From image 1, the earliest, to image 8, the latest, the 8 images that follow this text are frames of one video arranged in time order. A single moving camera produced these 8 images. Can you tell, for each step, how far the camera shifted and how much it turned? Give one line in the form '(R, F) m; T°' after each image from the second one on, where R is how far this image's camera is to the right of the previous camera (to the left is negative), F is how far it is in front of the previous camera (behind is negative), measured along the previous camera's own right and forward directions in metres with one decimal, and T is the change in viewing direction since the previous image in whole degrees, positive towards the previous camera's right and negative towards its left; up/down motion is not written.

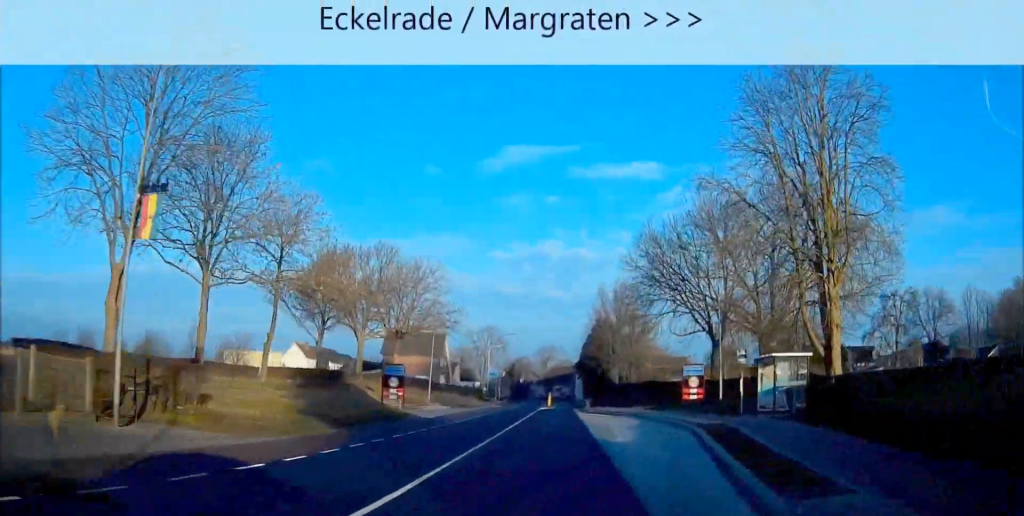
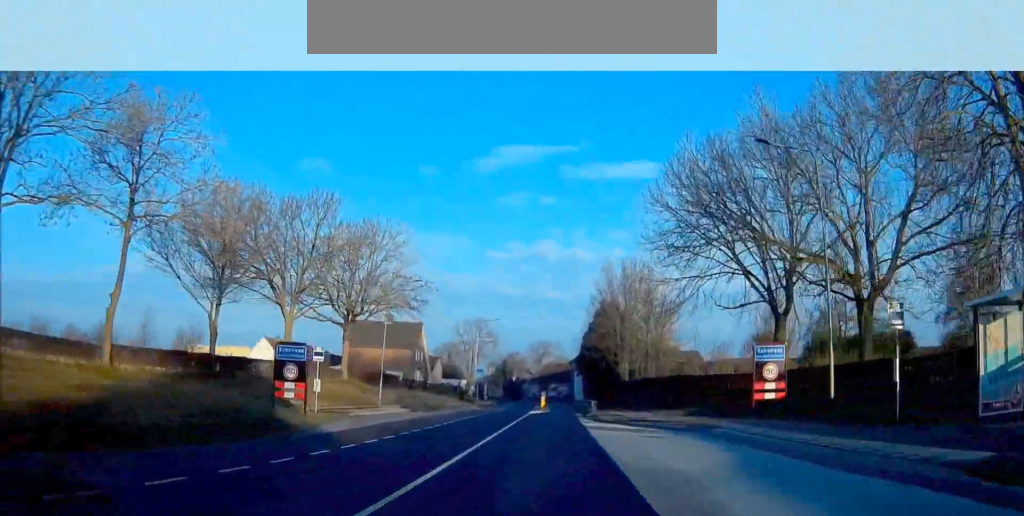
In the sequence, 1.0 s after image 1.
(+0.1, +16.1) m; +1°
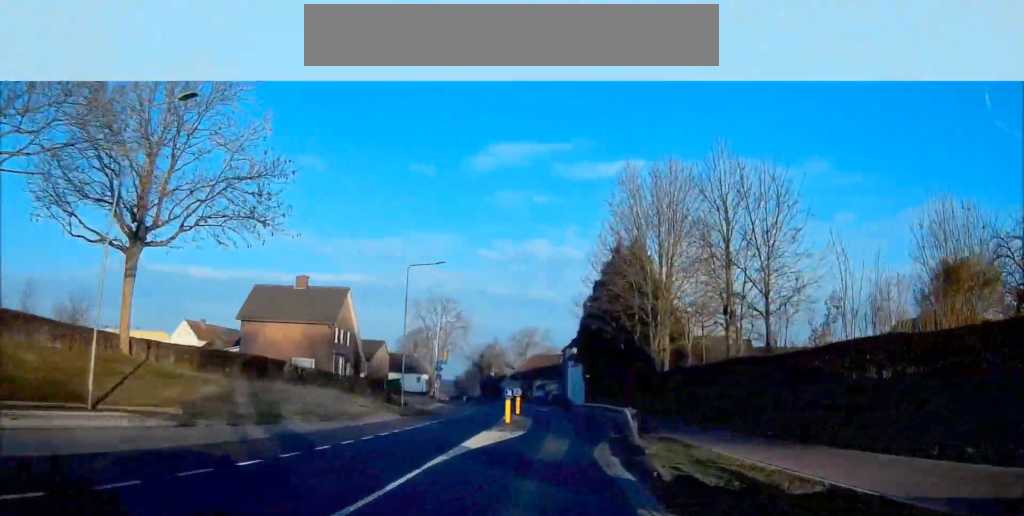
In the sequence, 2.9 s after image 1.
(+0.4, +29.7) m; +1°
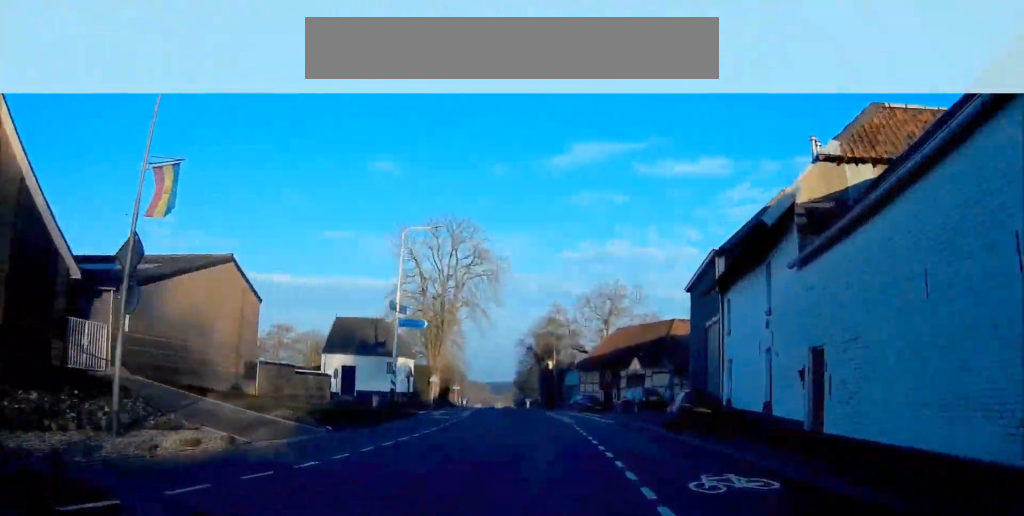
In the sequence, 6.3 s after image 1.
(-1.2, +52.6) m; -3°
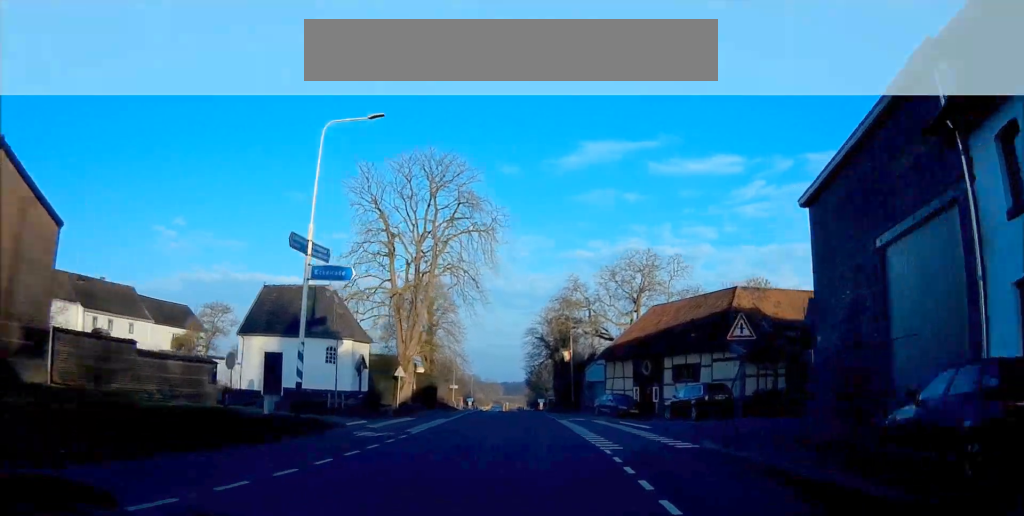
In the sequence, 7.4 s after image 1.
(0.0, +17.1) m; -1°
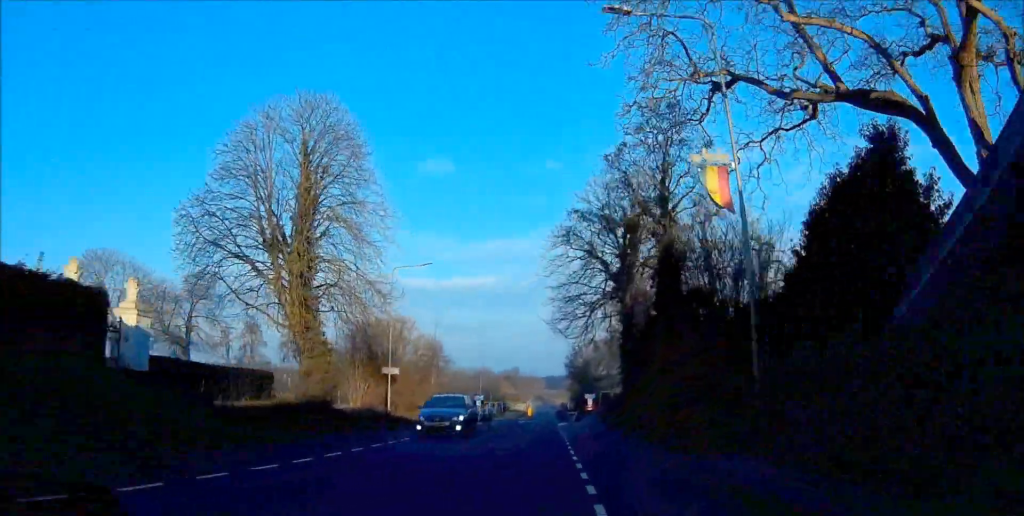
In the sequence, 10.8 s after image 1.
(-1.4, +50.6) m; -2°
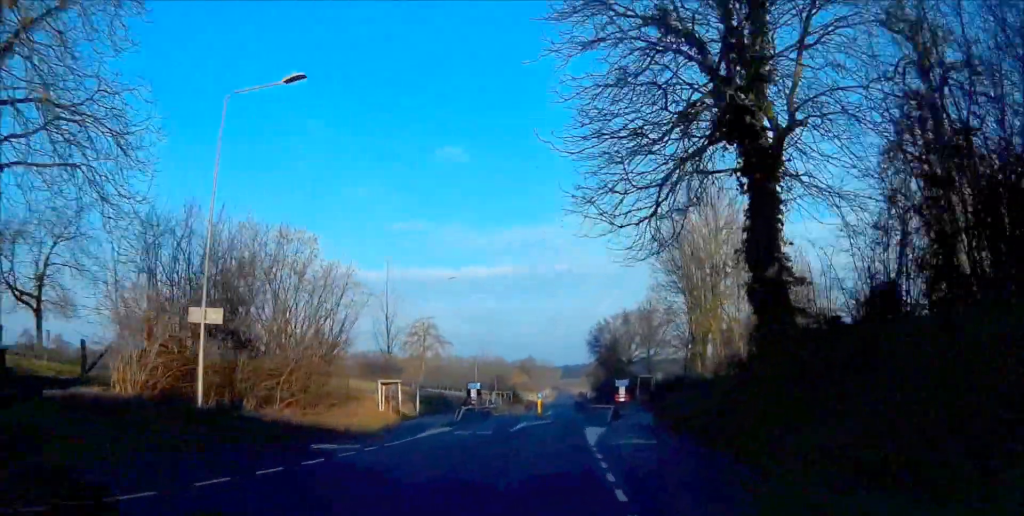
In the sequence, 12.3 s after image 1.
(-0.1, +22.7) m; 0°
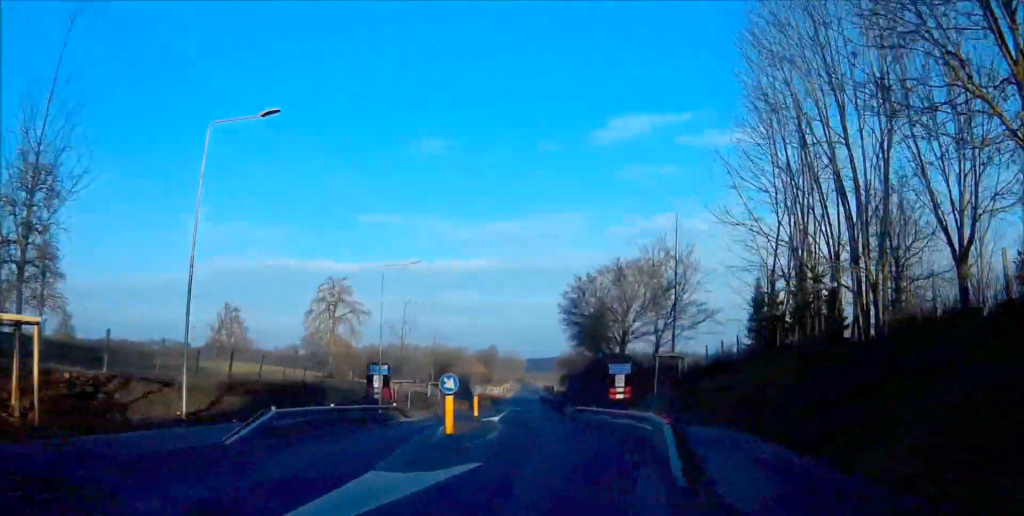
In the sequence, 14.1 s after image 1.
(+0.5, +26.9) m; 0°
